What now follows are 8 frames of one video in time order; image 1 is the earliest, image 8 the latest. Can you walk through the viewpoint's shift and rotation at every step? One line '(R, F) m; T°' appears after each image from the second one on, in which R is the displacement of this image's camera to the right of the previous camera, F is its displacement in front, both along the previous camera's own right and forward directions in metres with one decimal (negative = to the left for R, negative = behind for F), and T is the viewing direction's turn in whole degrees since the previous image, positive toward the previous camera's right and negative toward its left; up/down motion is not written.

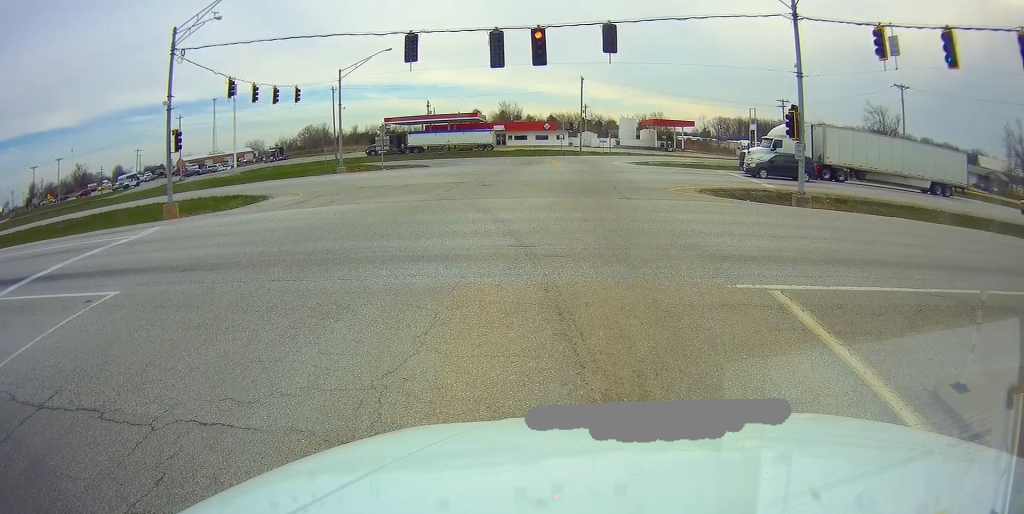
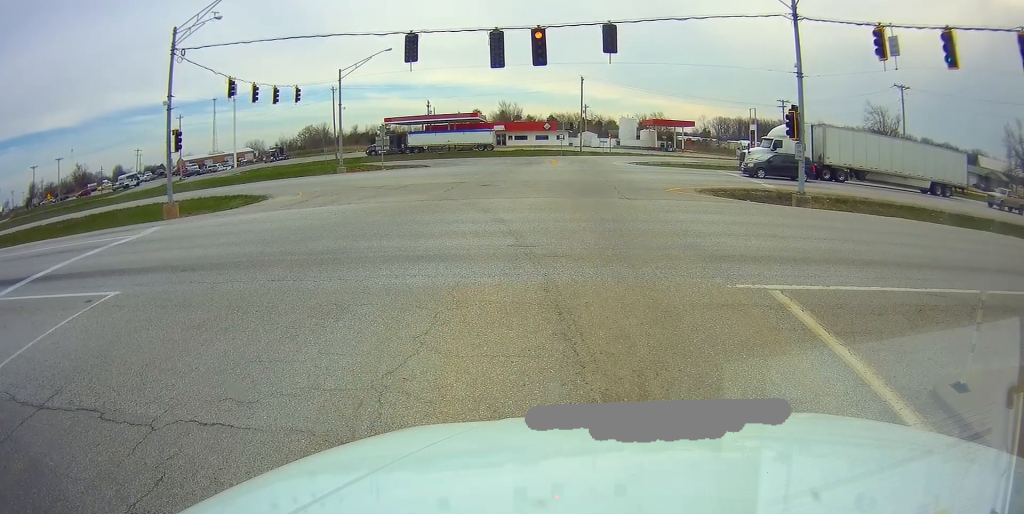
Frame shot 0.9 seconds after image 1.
(+0.1, -0.1) m; 0°
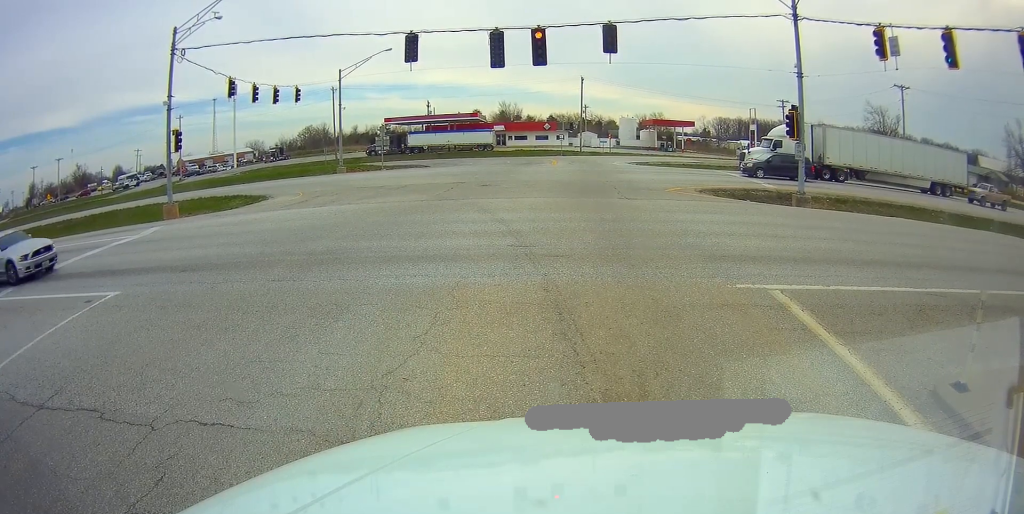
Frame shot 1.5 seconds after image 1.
(+0.1, 0.0) m; 0°
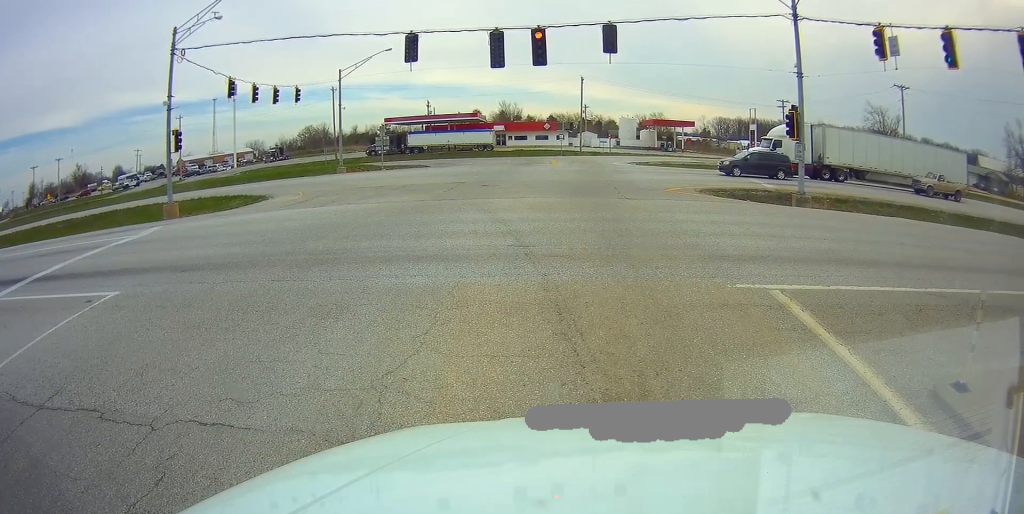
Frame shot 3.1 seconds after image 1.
(+0.2, -0.1) m; 0°
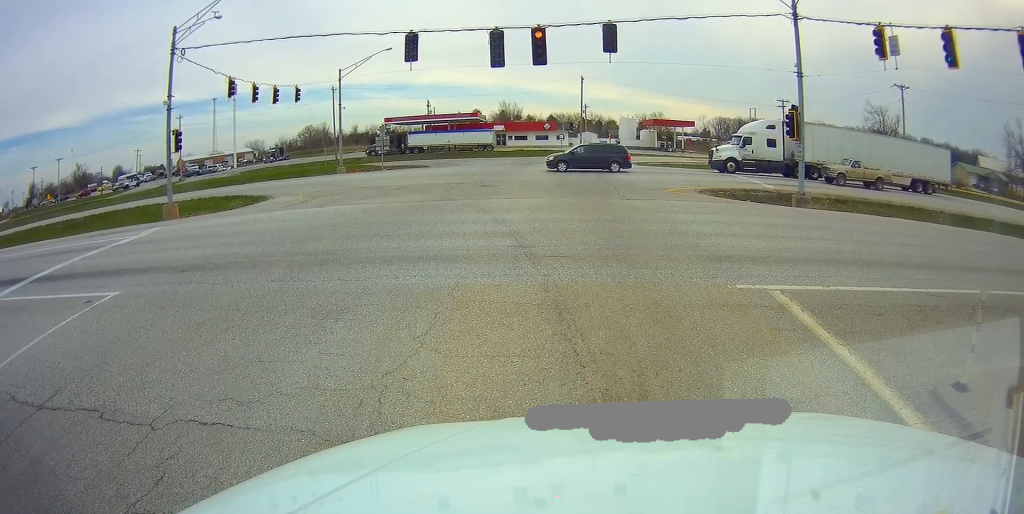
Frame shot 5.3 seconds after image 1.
(+0.3, -0.2) m; 0°
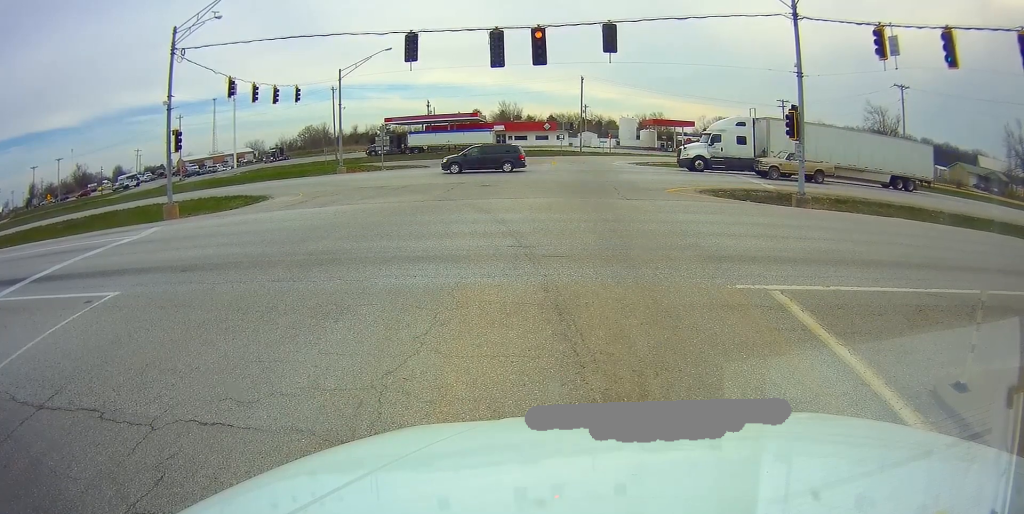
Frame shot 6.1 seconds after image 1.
(+0.1, -0.1) m; 0°
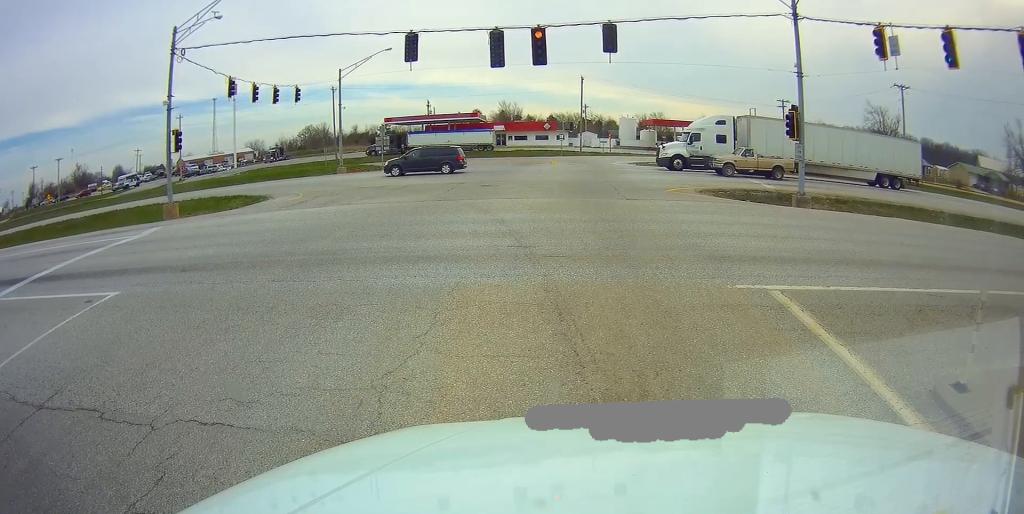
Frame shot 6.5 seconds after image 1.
(0.0, 0.0) m; 0°
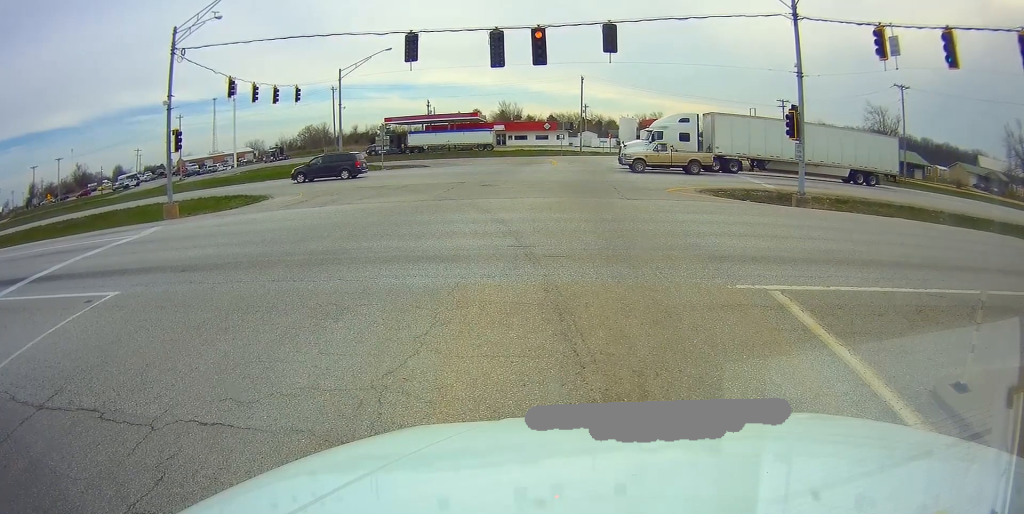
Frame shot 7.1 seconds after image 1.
(0.0, 0.0) m; 0°
